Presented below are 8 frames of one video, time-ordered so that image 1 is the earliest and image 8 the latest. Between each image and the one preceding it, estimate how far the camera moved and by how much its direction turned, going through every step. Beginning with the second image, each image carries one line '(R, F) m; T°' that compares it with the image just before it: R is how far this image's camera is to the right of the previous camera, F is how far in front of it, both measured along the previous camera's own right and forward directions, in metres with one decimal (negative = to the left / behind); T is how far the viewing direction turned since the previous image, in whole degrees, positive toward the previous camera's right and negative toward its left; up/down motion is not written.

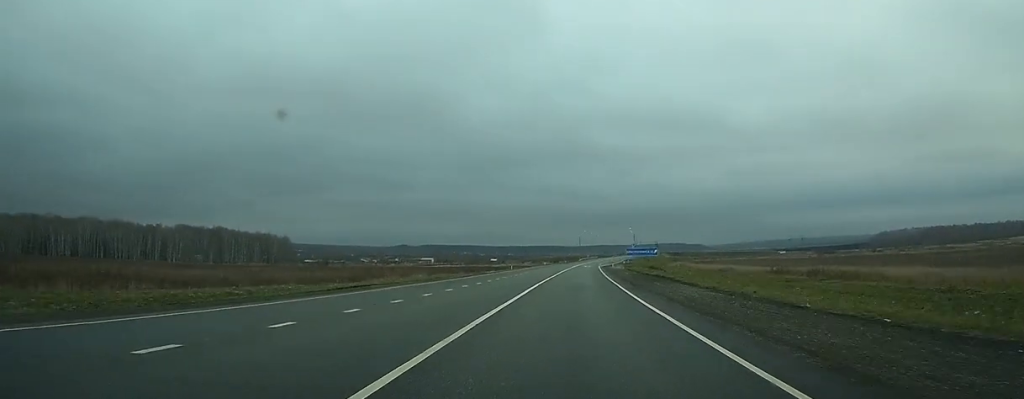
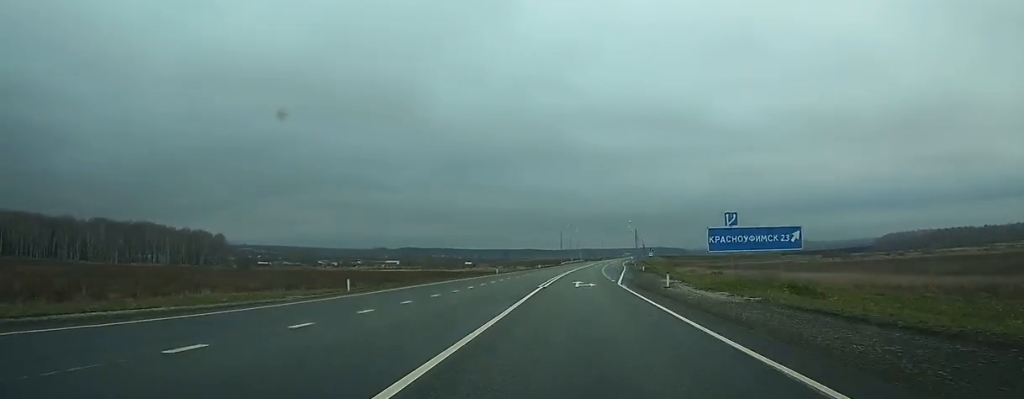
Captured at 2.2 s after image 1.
(+1.0, +67.2) m; +2°
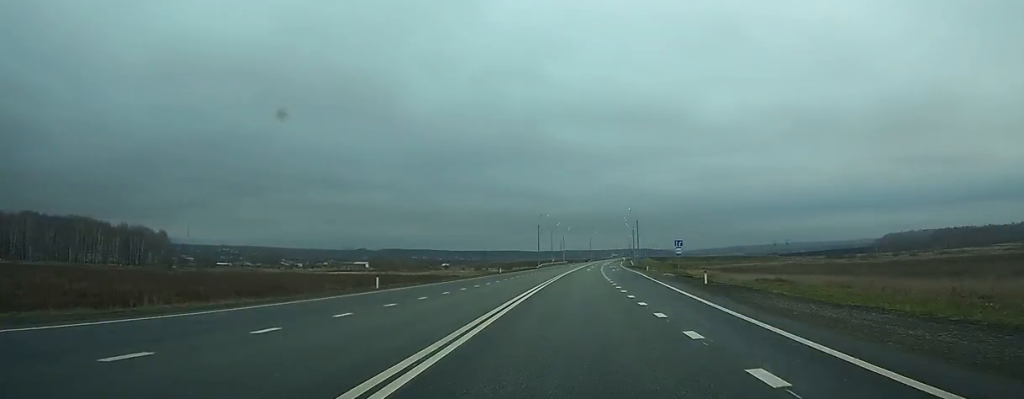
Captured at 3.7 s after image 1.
(+0.4, +44.9) m; +1°
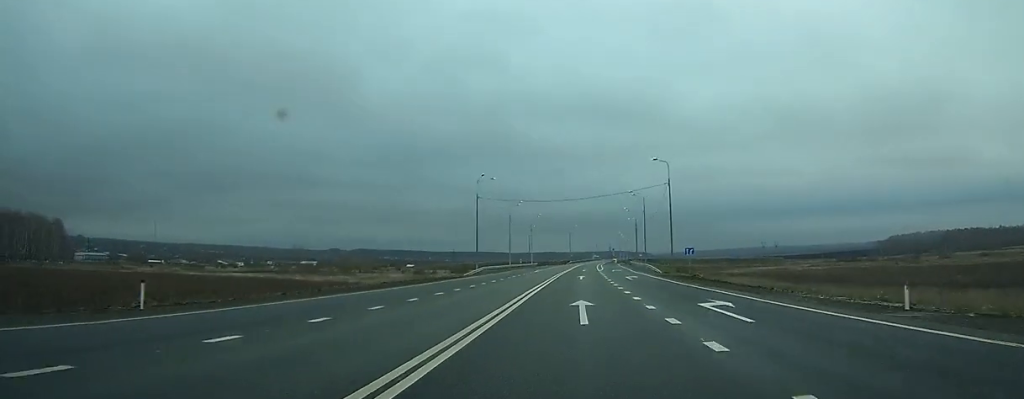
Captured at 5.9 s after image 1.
(+1.3, +69.4) m; +2°
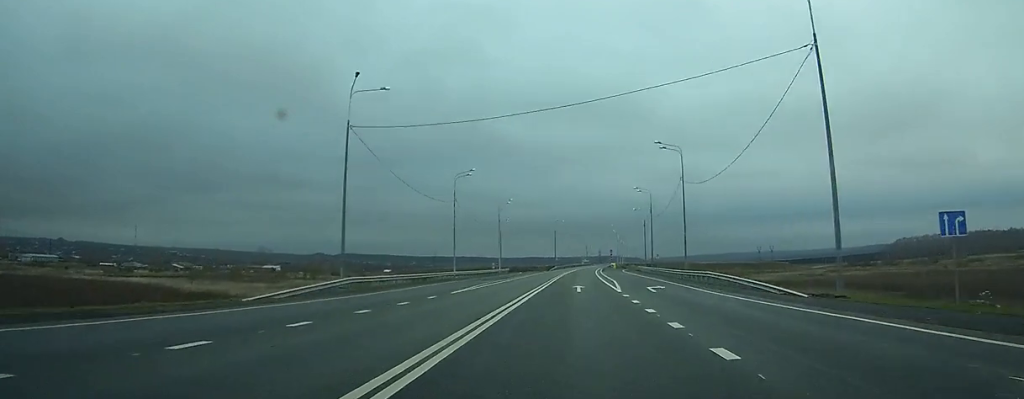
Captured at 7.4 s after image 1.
(+0.4, +44.9) m; +1°
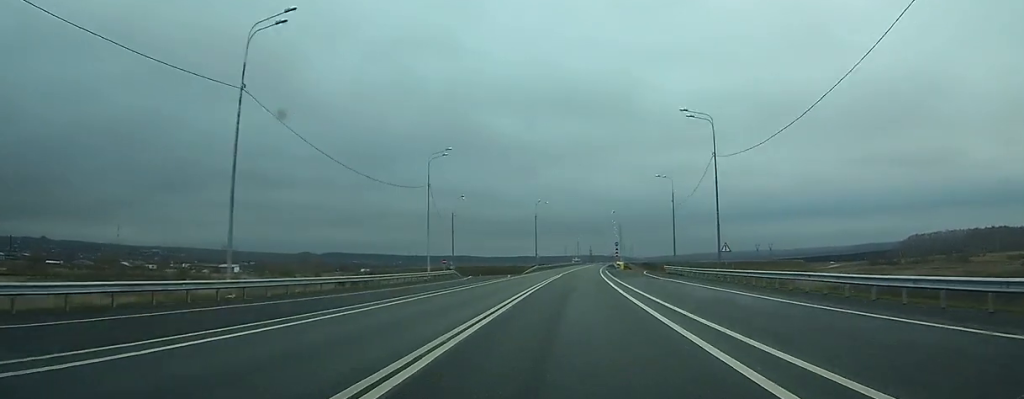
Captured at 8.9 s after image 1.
(+0.6, +46.8) m; +1°
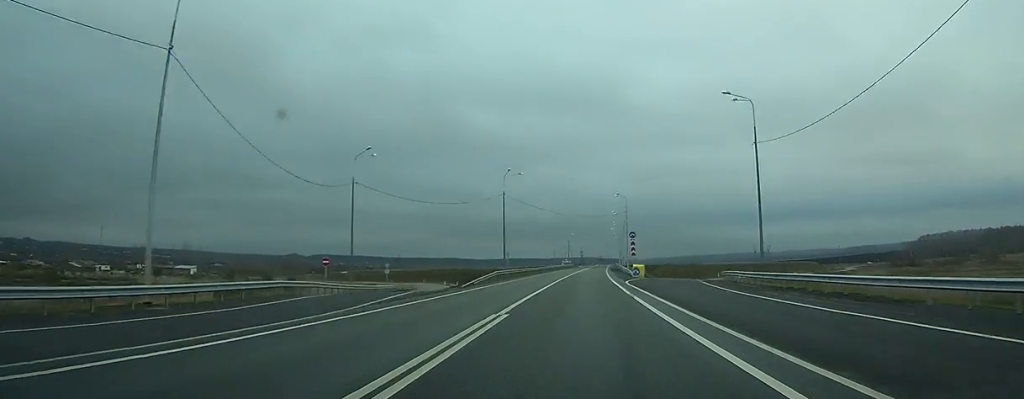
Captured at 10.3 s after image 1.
(+0.4, +40.3) m; +1°
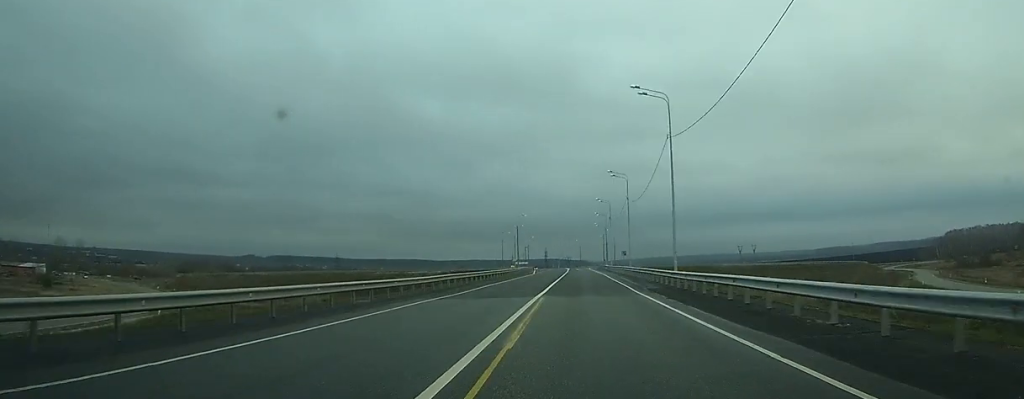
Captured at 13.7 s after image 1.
(+2.4, +100.8) m; +3°
